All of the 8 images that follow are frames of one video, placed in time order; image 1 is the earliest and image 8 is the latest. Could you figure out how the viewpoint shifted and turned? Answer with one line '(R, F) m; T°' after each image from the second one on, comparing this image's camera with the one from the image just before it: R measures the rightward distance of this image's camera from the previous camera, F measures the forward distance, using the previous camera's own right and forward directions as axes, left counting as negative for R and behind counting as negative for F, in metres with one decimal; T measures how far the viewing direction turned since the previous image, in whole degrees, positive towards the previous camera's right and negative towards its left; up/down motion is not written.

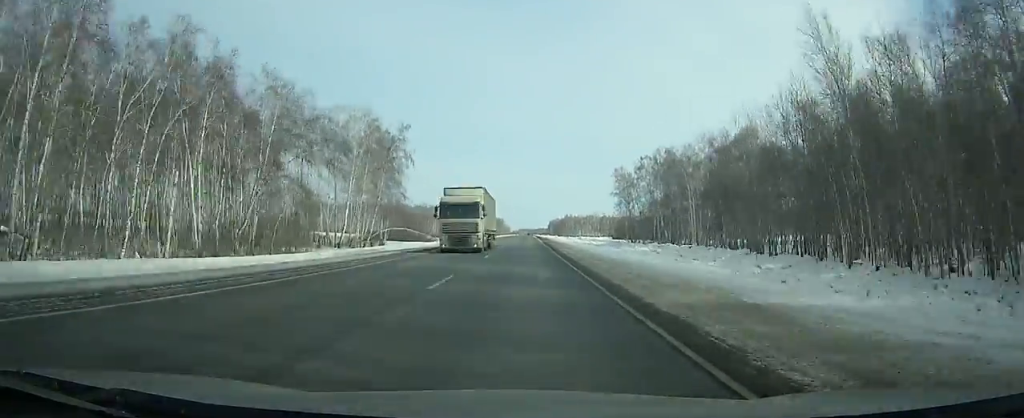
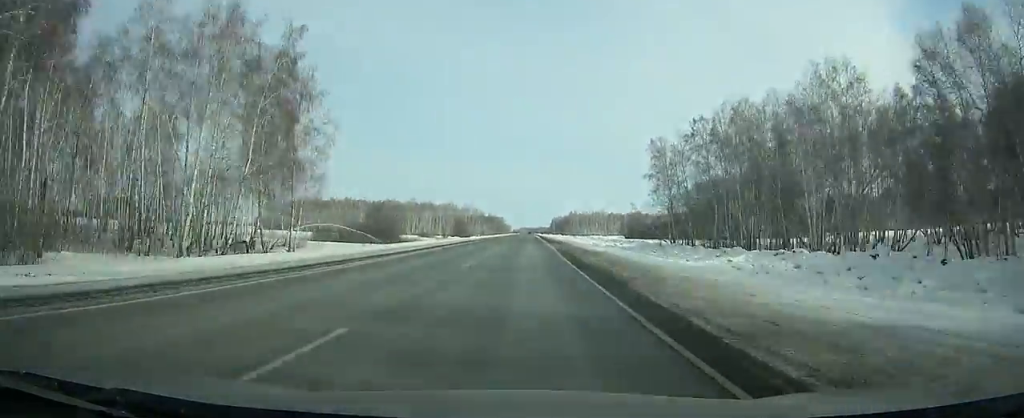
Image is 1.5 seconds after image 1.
(+0.1, +41.8) m; 0°
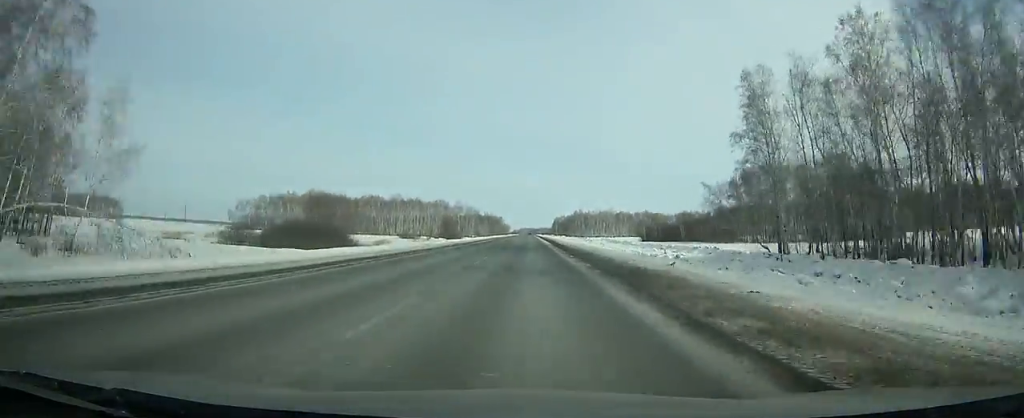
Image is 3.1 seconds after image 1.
(0.0, +44.7) m; 0°
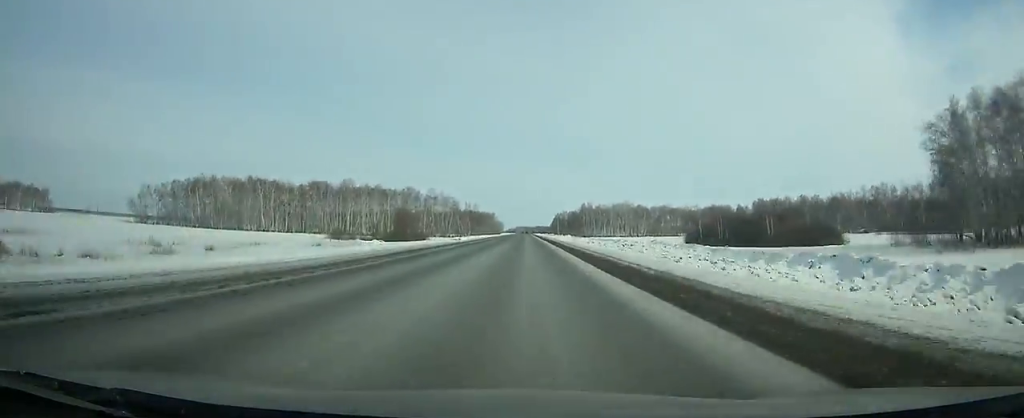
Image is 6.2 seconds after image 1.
(-0.6, +86.9) m; 0°
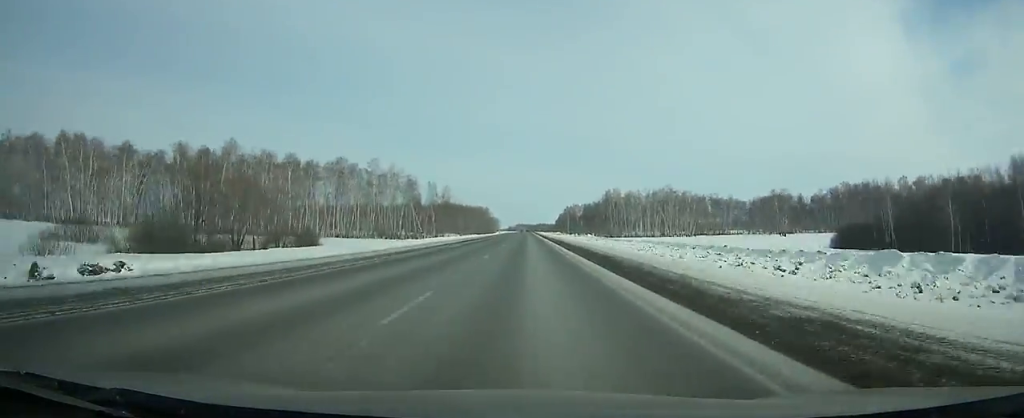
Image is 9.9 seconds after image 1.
(+0.5, +104.7) m; 0°
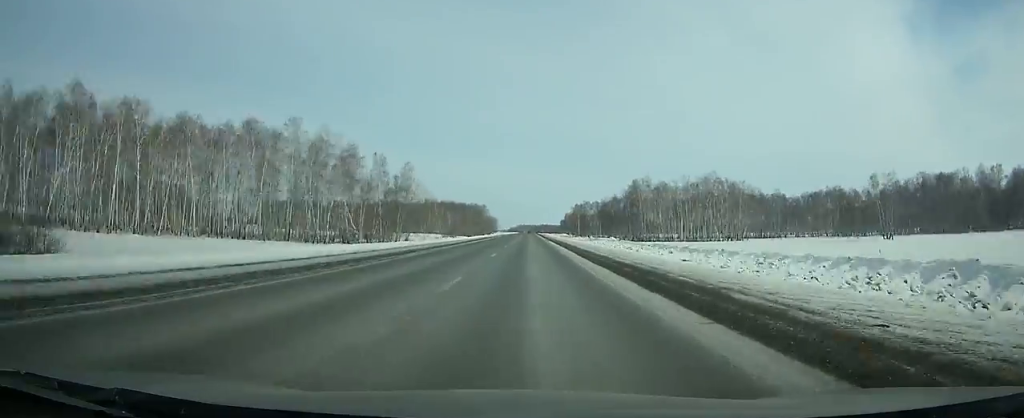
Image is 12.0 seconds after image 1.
(+0.1, +59.8) m; 0°
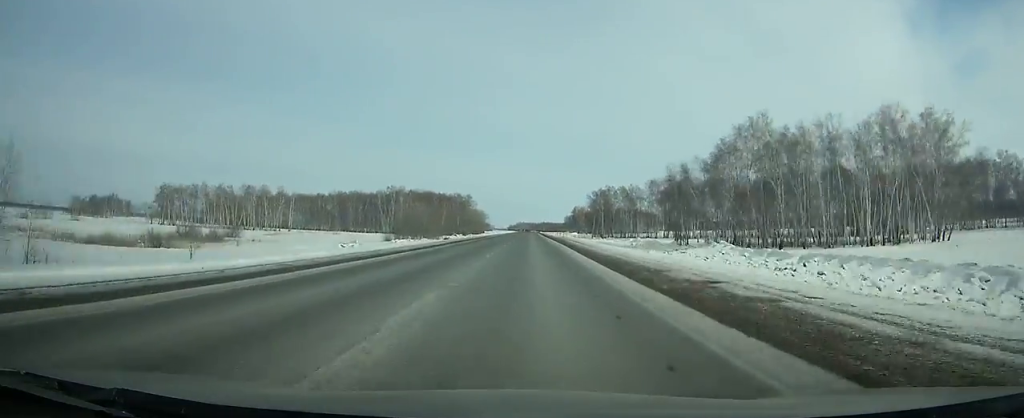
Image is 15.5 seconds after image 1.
(+0.1, +100.3) m; 0°
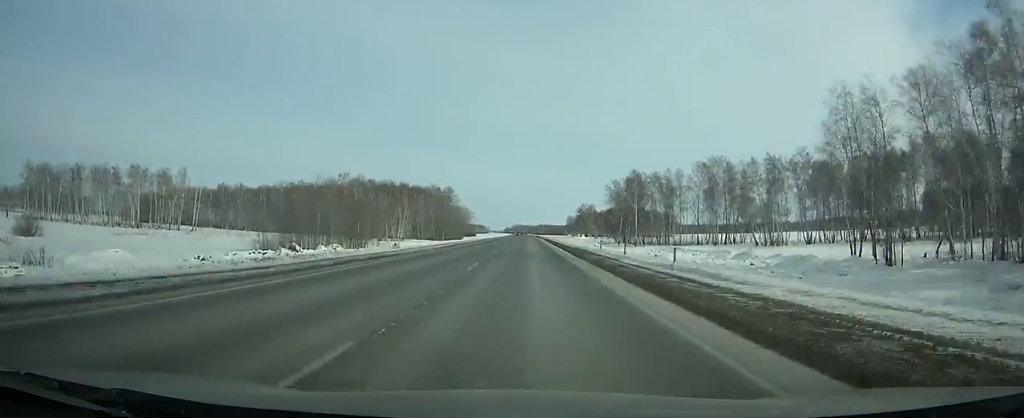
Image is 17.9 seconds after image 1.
(+0.1, +69.0) m; 0°
